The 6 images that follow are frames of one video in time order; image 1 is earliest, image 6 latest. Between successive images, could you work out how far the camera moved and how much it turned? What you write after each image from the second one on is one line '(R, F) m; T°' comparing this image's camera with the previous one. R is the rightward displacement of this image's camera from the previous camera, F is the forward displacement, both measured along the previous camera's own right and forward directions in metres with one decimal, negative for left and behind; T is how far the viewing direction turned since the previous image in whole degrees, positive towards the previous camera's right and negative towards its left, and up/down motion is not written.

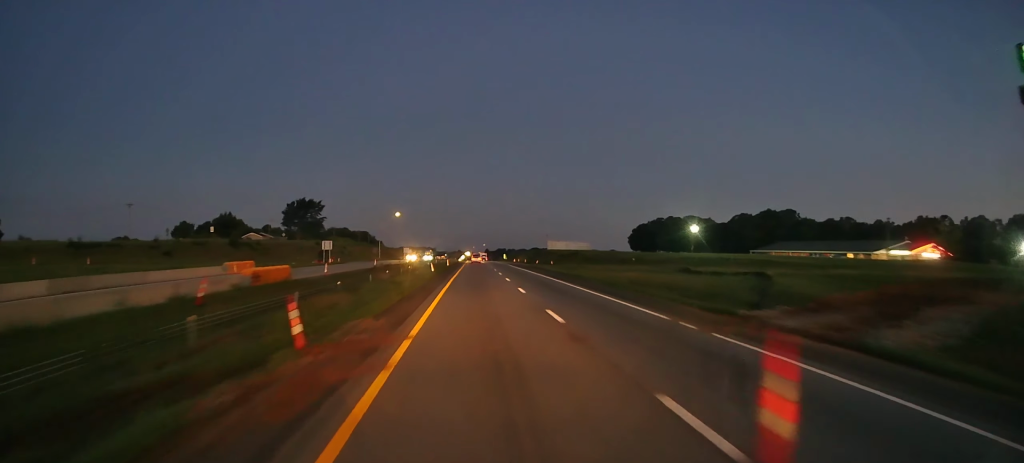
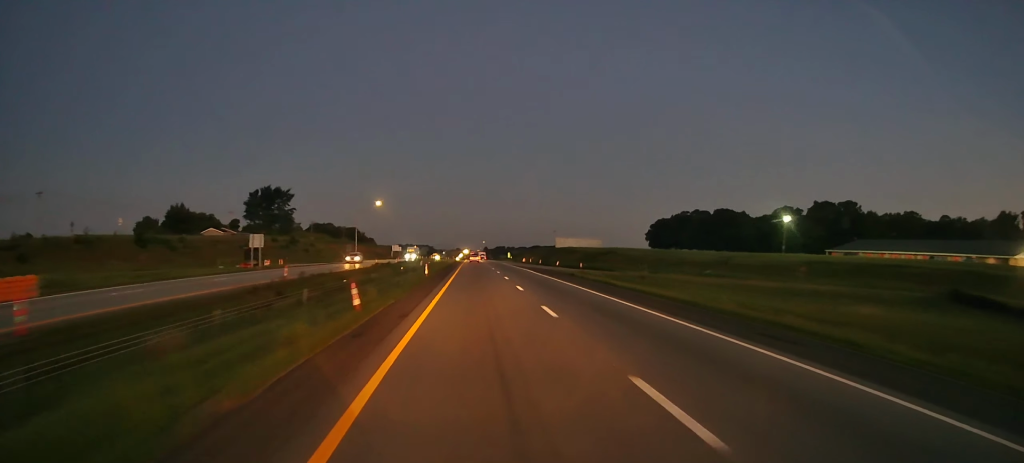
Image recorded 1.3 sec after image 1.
(0.0, +34.7) m; 0°
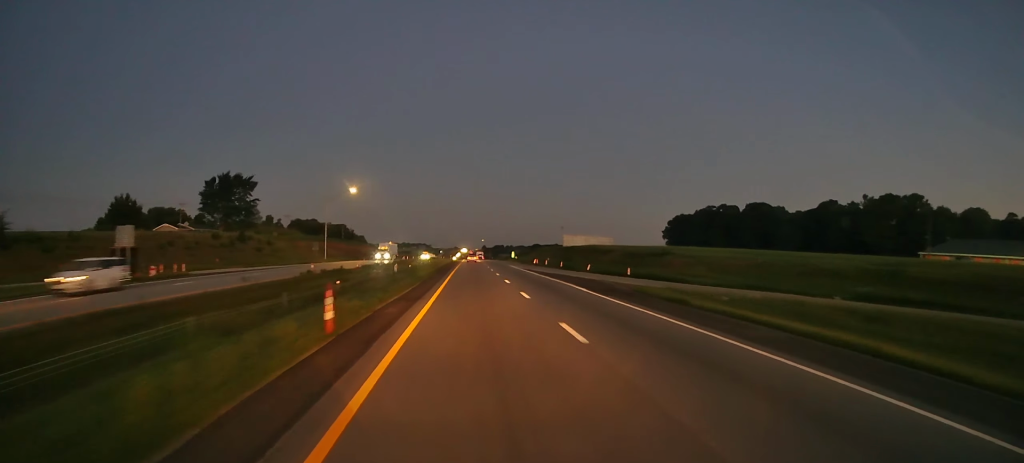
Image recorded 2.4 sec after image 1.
(0.0, +28.7) m; 0°
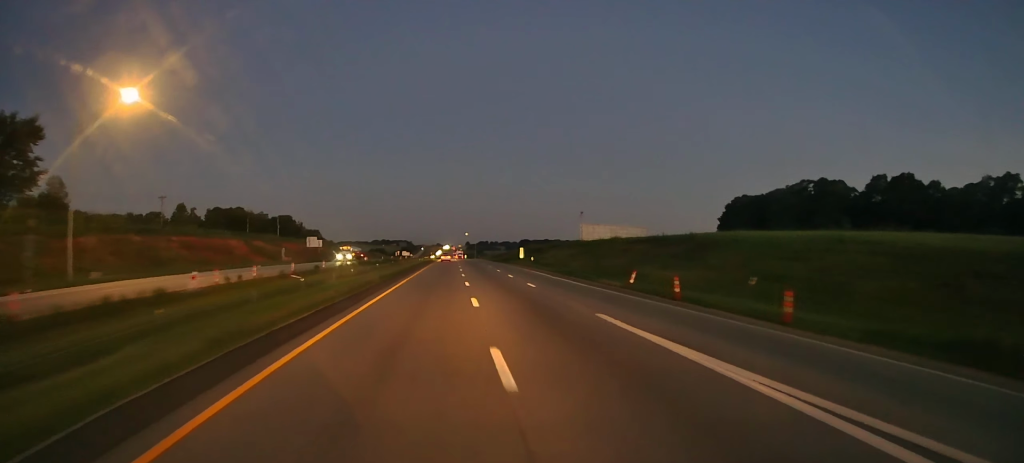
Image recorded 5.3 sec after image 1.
(+1.3, +75.9) m; +1°
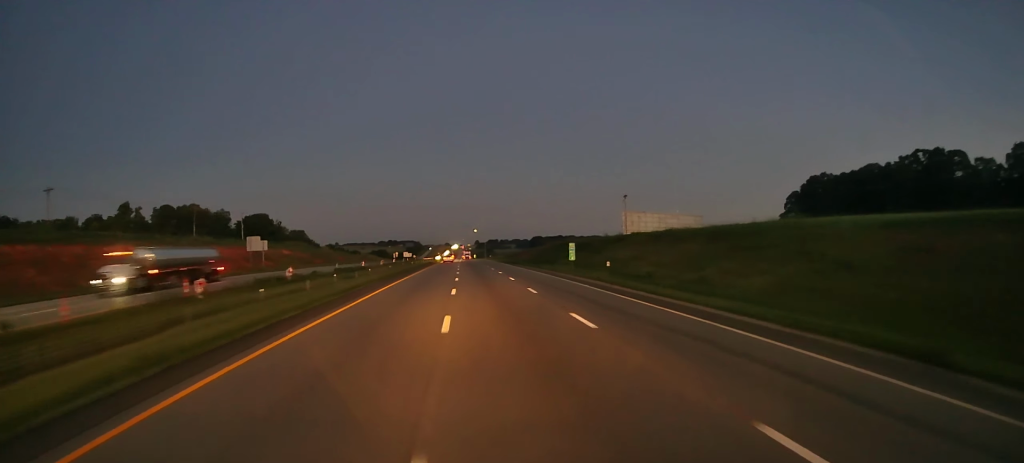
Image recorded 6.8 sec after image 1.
(+0.1, +42.0) m; +1°
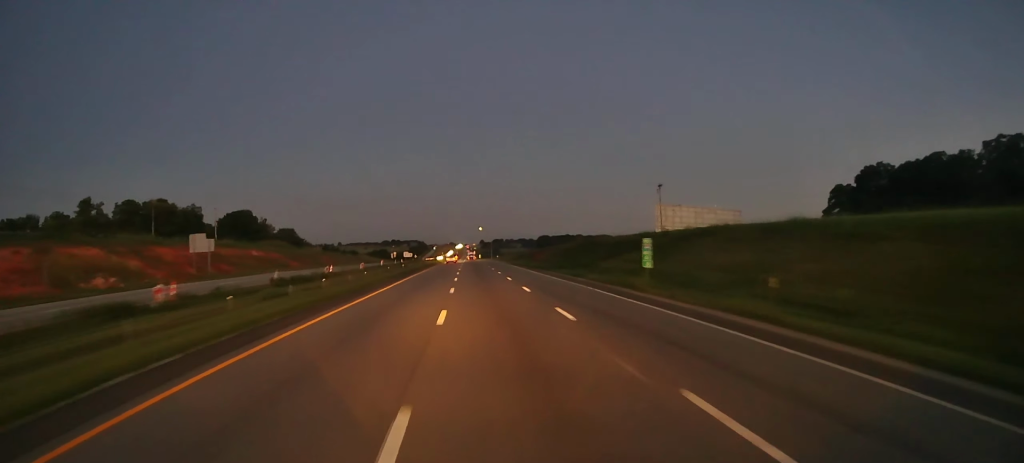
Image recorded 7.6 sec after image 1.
(+0.3, +22.1) m; 0°
